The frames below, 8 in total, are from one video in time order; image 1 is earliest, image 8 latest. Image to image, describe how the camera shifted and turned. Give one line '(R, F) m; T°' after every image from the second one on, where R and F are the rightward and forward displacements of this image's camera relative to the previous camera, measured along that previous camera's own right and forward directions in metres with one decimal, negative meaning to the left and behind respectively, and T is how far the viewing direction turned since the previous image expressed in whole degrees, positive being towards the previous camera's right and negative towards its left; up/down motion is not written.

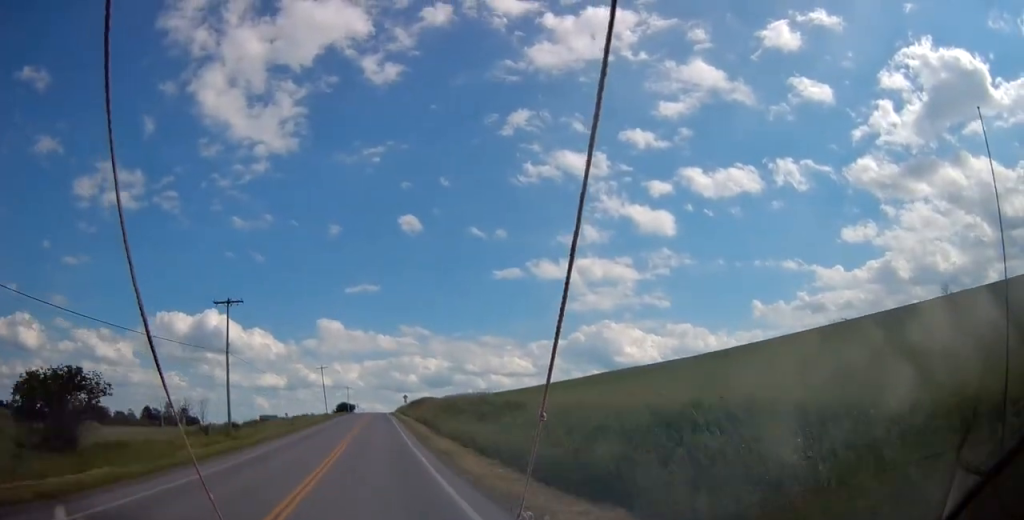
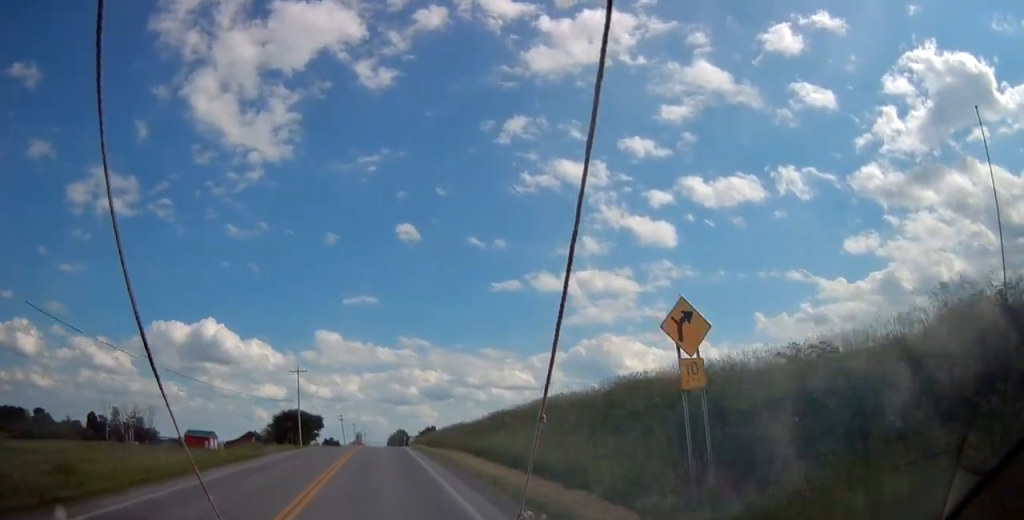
(+0.3, +115.3) m; +1°
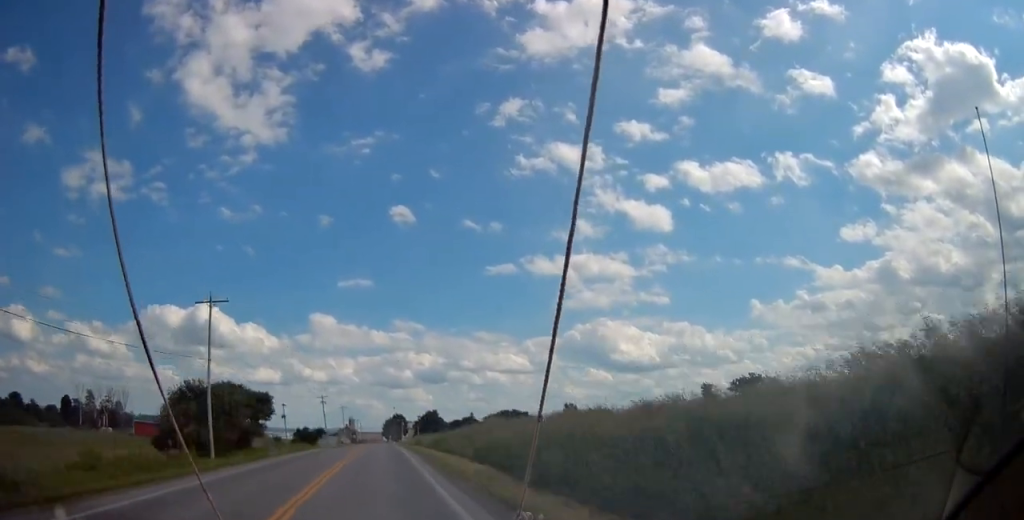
(+0.2, +35.4) m; 0°
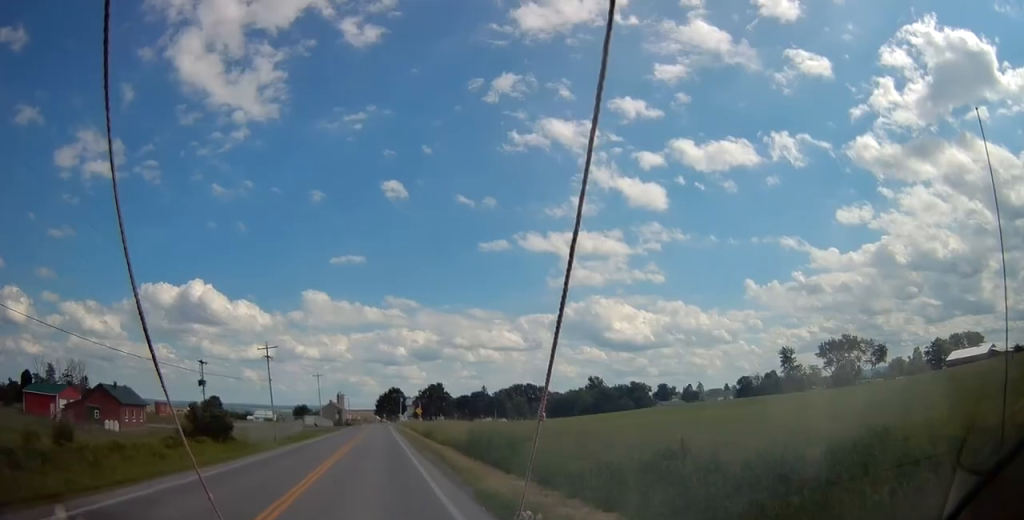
(+0.1, +48.1) m; 0°
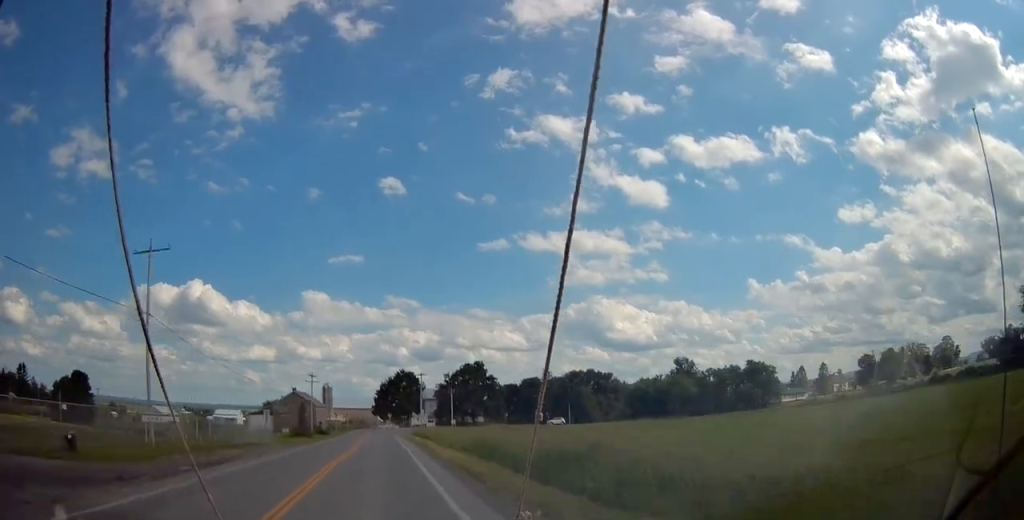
(0.0, +81.9) m; 0°
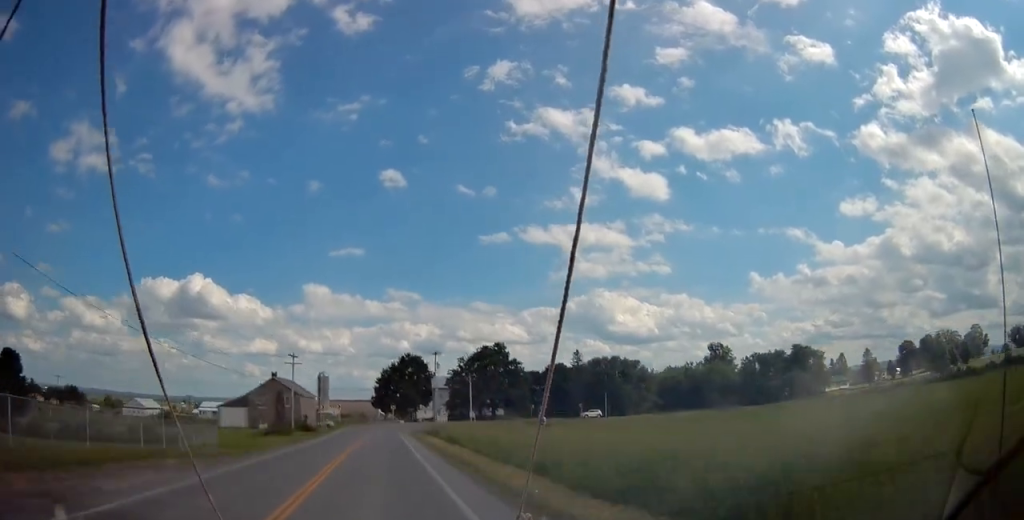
(0.0, +18.9) m; +1°
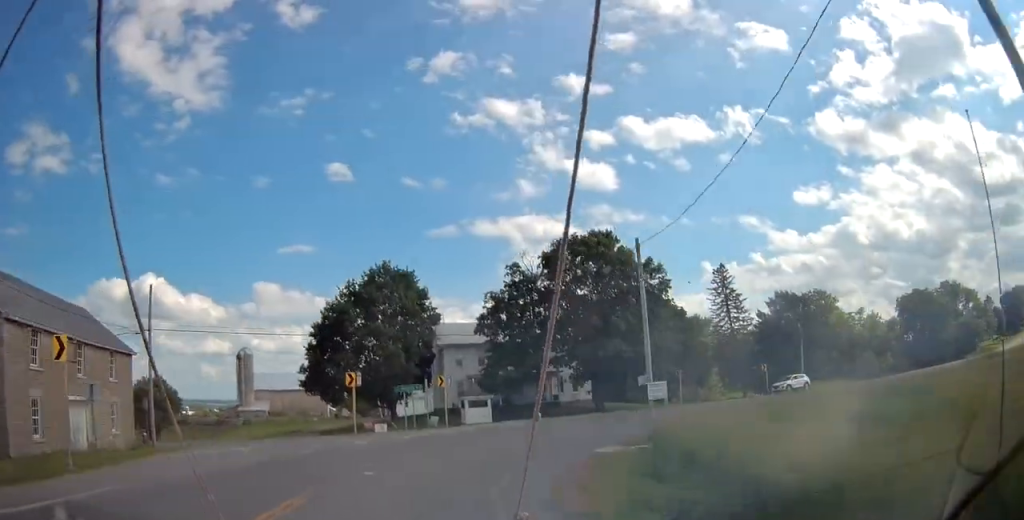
(+3.1, +64.1) m; +26°
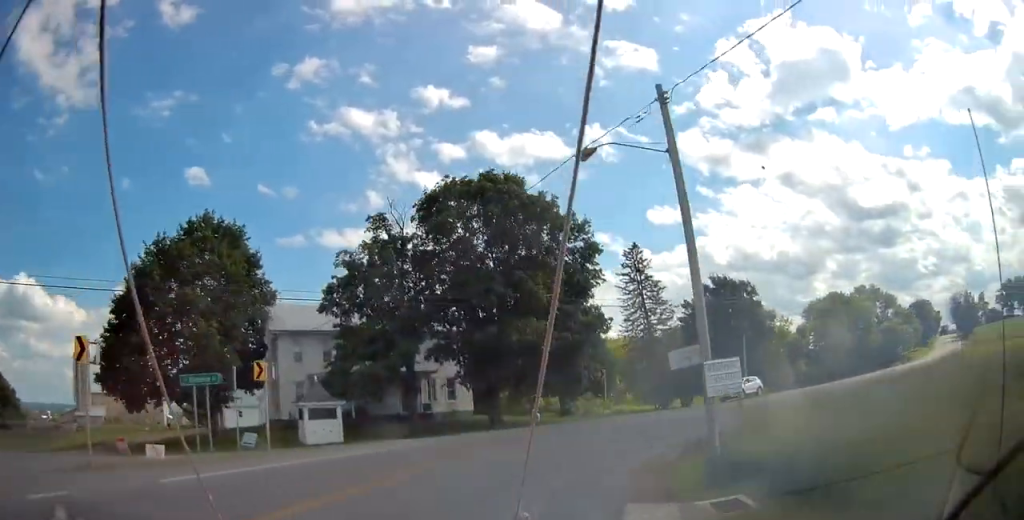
(+3.5, +15.4) m; +18°
